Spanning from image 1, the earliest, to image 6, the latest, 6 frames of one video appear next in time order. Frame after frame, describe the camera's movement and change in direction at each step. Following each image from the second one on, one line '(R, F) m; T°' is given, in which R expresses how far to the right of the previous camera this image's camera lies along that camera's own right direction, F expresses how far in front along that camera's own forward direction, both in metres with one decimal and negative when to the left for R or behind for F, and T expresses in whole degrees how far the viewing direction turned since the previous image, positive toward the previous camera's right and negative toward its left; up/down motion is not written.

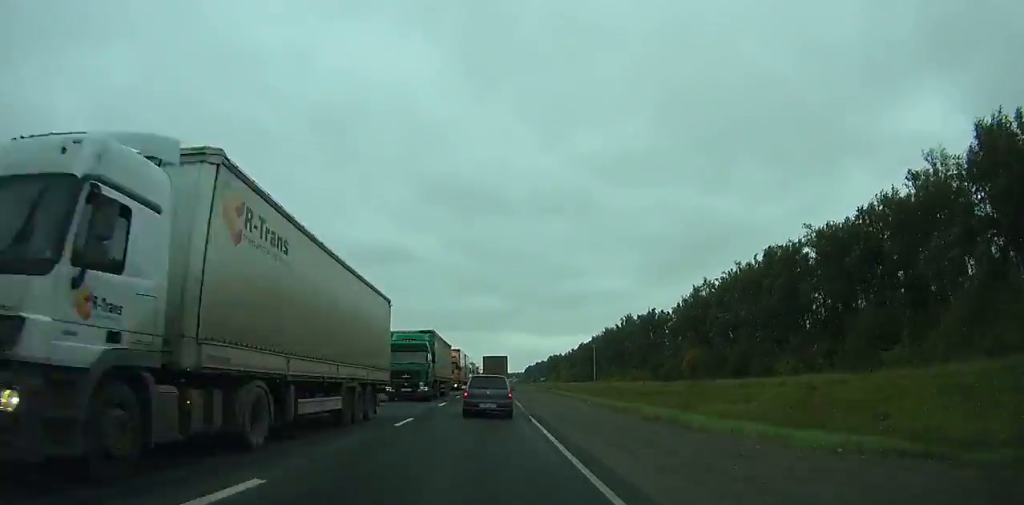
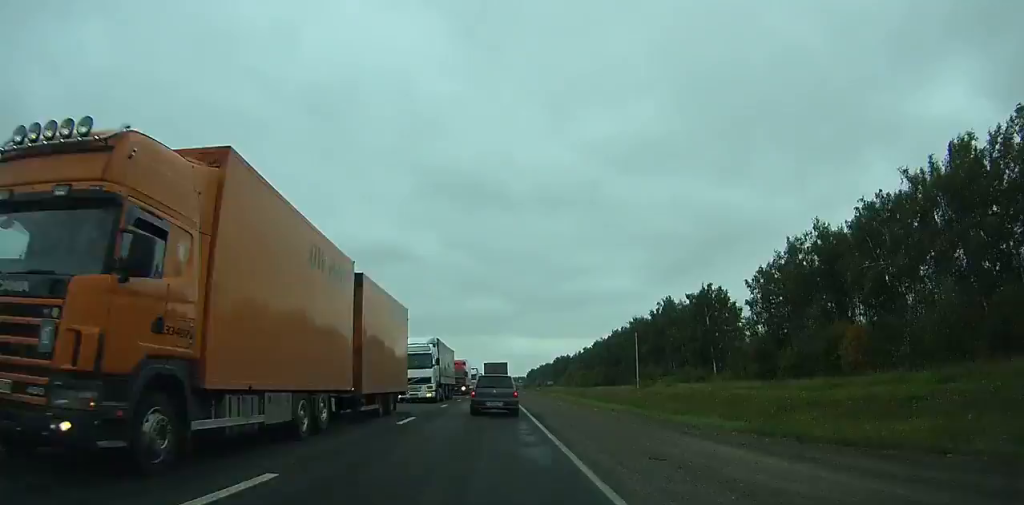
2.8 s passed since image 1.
(+0.1, +46.3) m; 0°
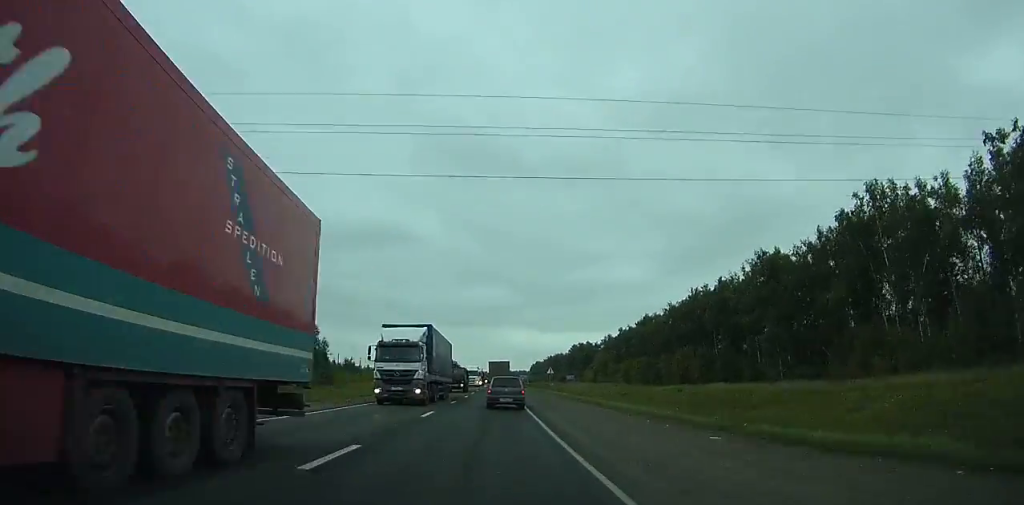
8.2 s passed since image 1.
(+0.1, +88.2) m; 0°
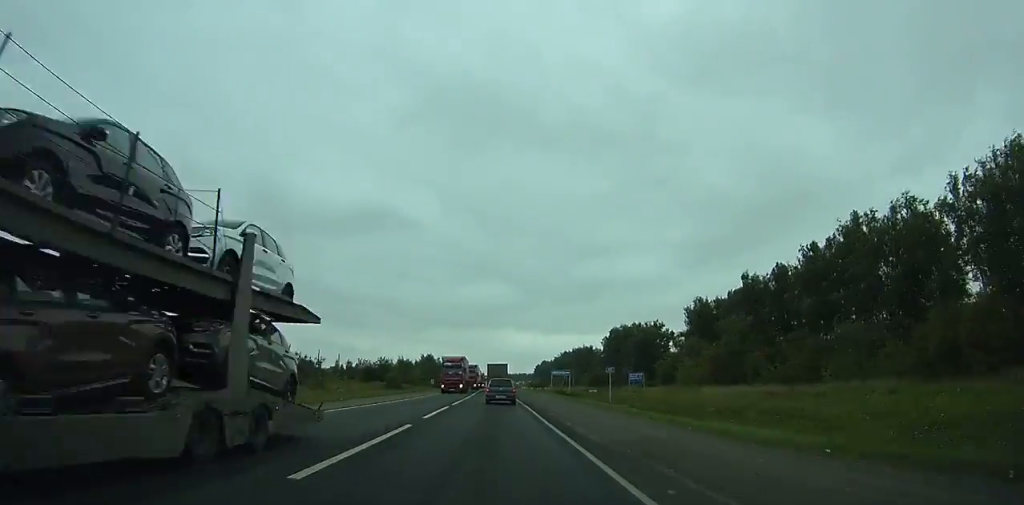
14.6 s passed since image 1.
(+0.9, +117.7) m; +1°
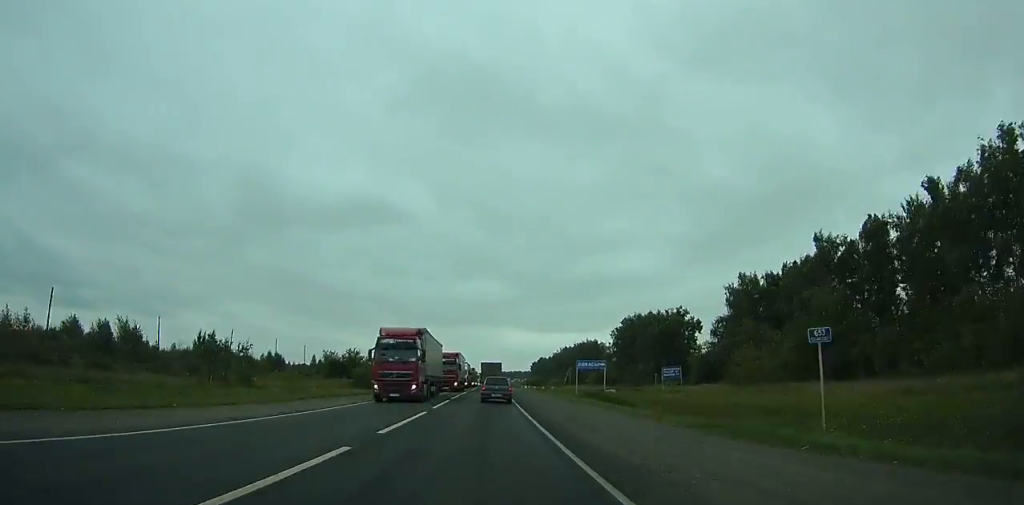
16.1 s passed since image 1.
(0.0, +31.1) m; 0°
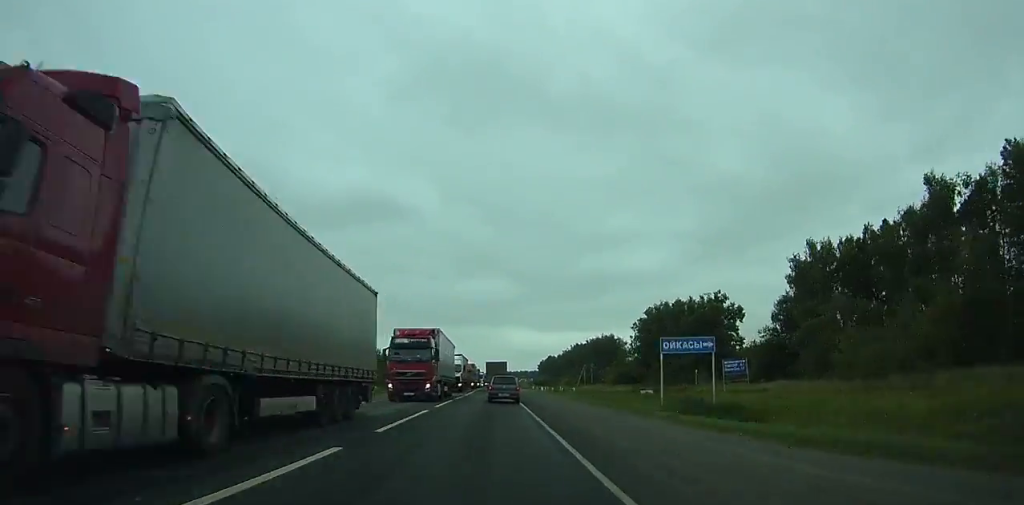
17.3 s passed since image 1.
(0.0, +25.0) m; 0°
